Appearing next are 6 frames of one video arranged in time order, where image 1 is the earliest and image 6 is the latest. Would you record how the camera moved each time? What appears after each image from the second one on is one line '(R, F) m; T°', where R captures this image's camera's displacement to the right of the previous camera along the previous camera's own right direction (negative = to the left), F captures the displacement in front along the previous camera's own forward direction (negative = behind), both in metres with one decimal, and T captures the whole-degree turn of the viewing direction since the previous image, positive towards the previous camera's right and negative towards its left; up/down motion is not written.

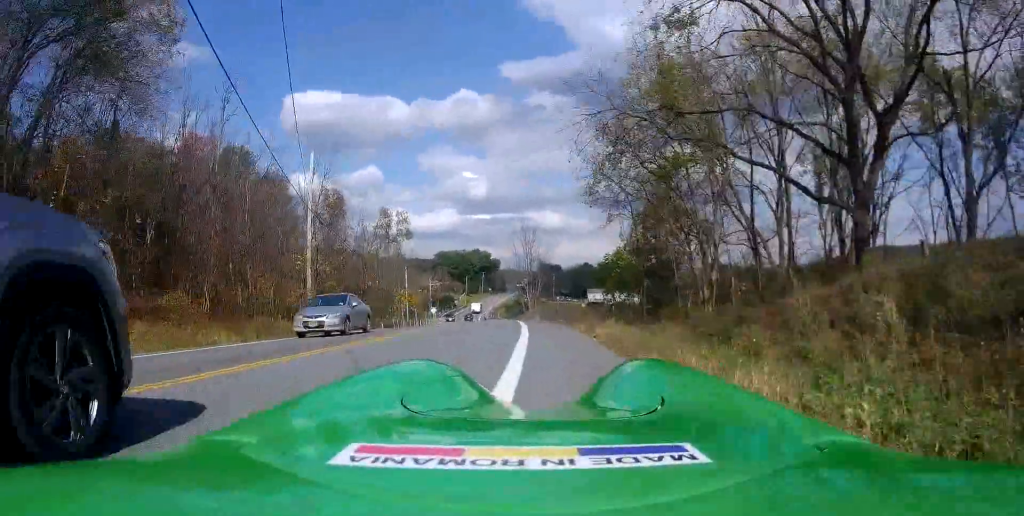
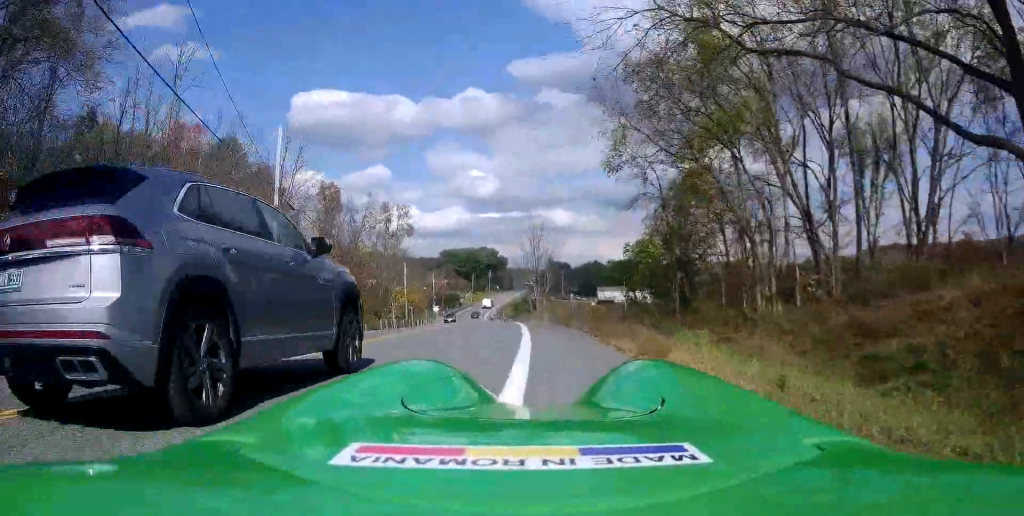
(-0.1, +6.2) m; -1°
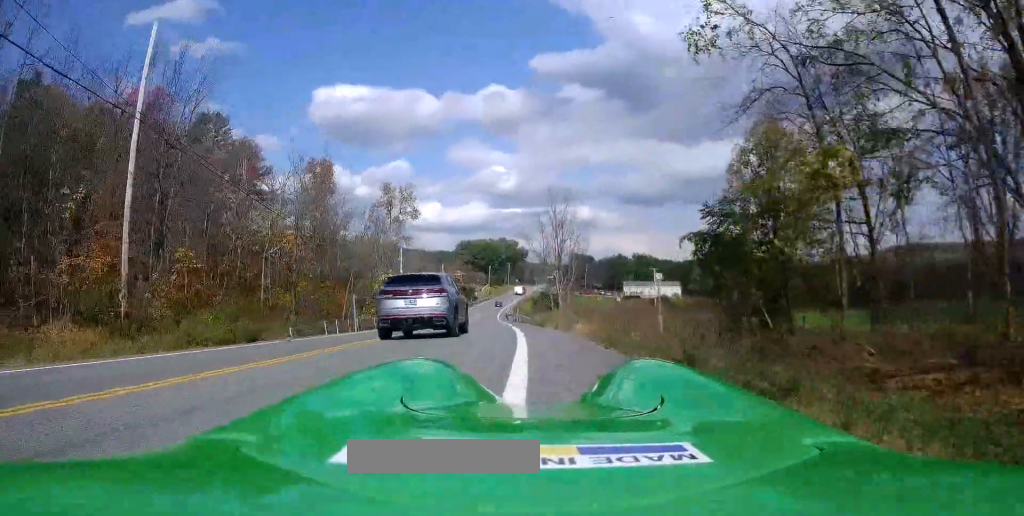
(-0.2, +14.1) m; -5°
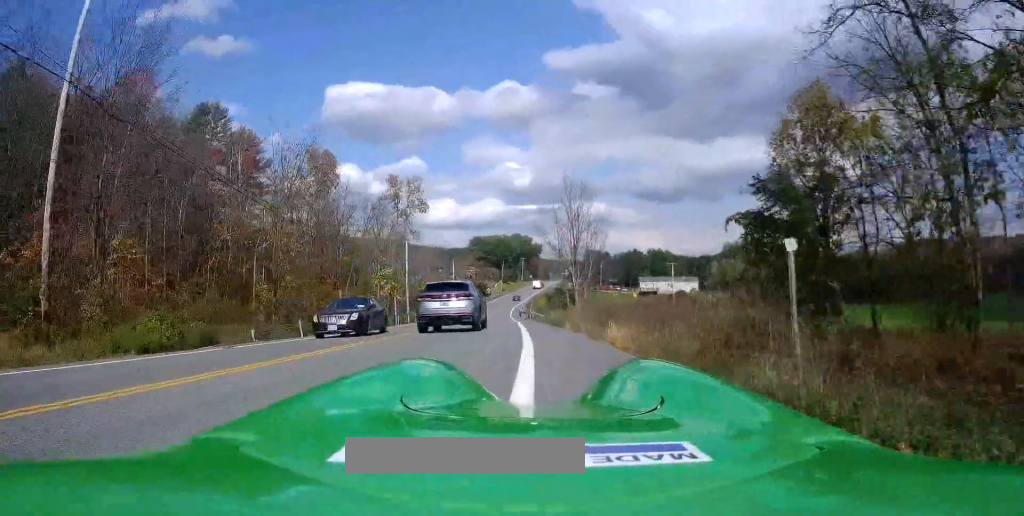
(-0.4, +4.5) m; -1°
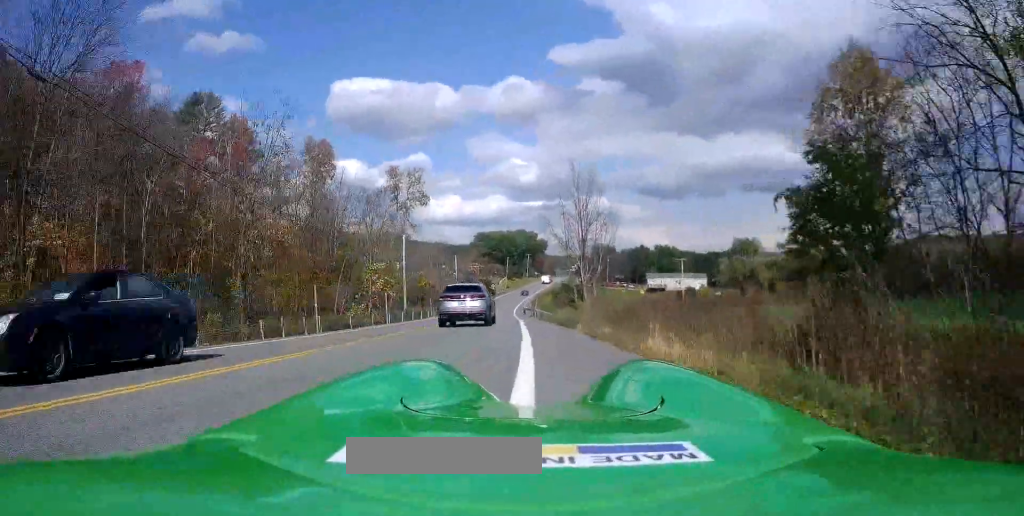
(-0.3, +4.1) m; -1°
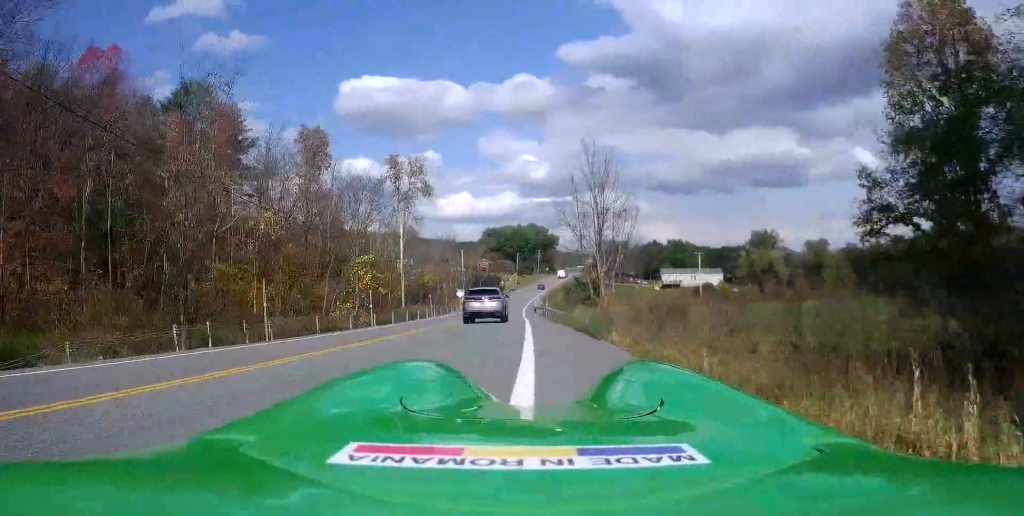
(+0.1, +5.5) m; +1°
